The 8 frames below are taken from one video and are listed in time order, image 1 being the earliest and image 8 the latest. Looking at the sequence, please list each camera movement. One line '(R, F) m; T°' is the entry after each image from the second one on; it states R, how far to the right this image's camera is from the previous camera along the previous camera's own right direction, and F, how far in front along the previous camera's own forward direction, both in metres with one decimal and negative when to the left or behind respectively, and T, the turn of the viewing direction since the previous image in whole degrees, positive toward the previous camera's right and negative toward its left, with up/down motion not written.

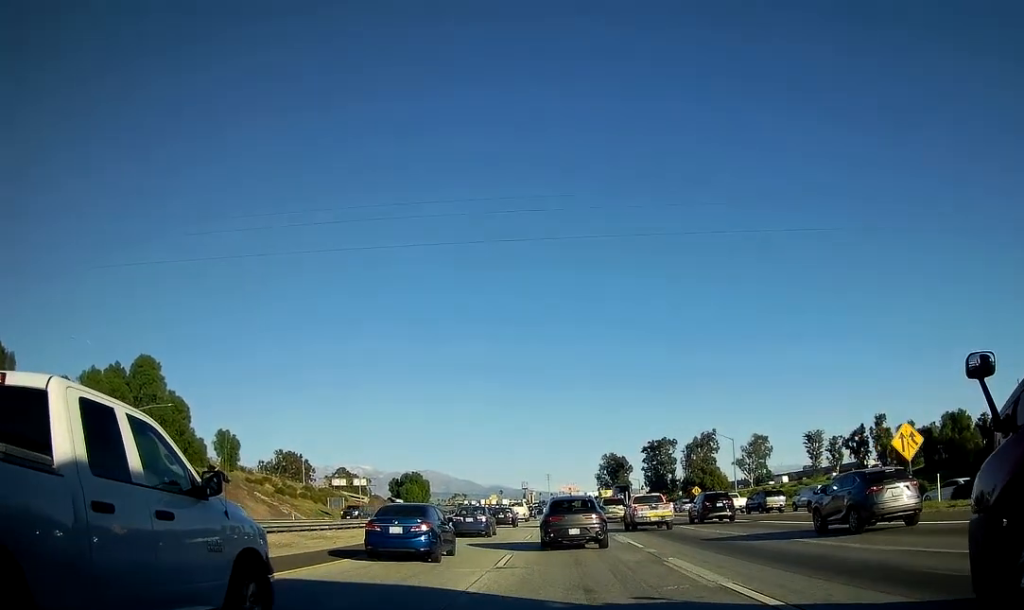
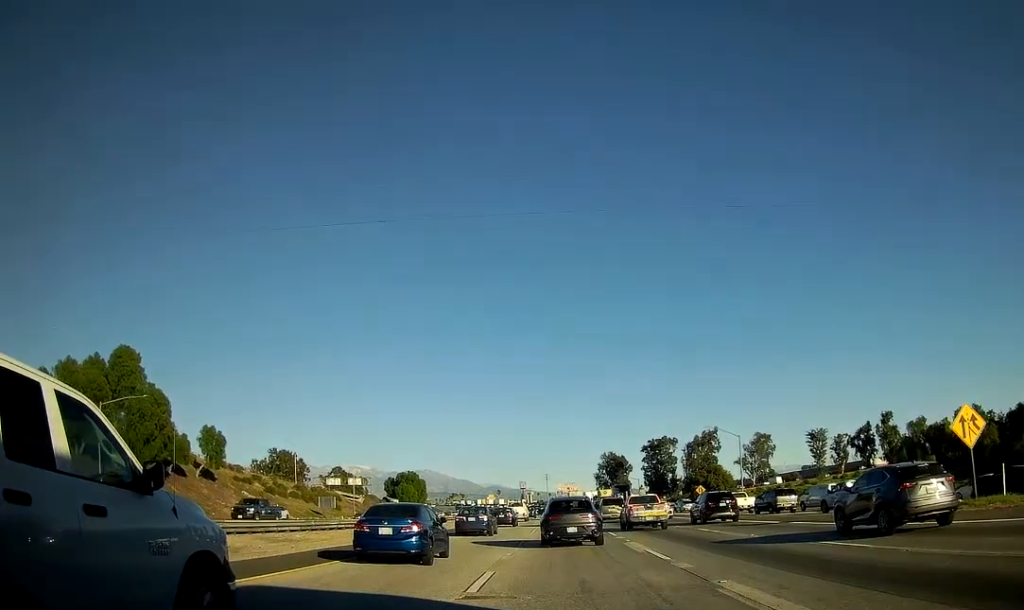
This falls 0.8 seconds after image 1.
(-0.1, +4.9) m; -1°
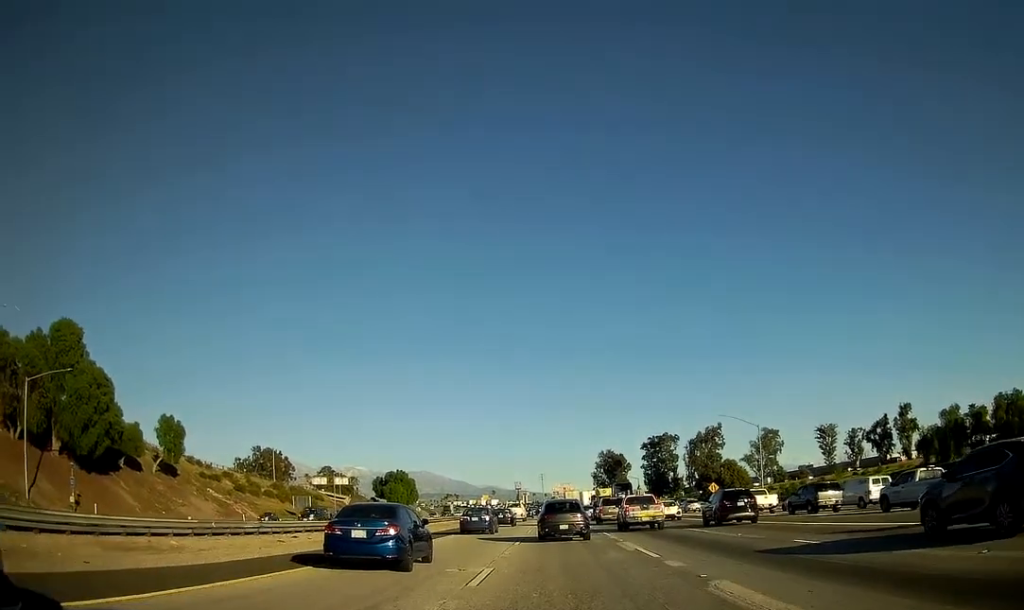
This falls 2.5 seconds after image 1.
(+0.3, +13.3) m; +3°
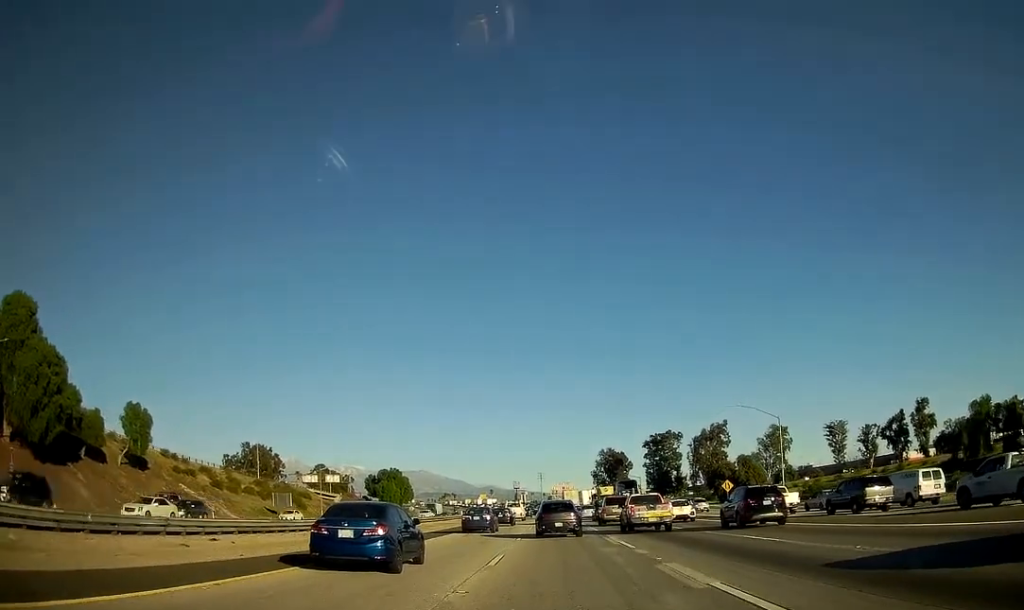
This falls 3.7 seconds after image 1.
(+0.1, +10.2) m; -1°
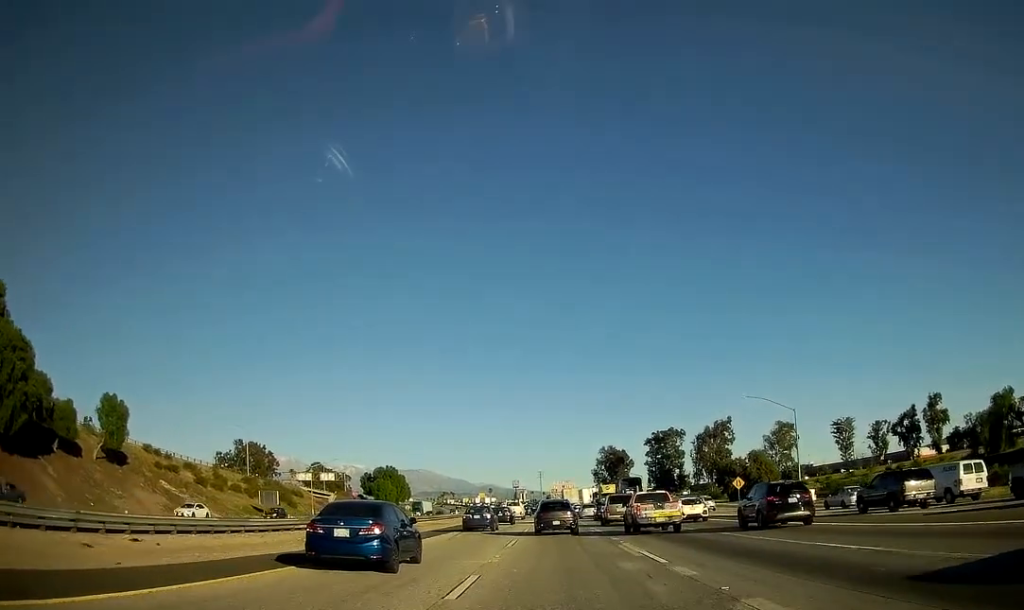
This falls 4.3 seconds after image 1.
(-0.1, +6.3) m; -1°
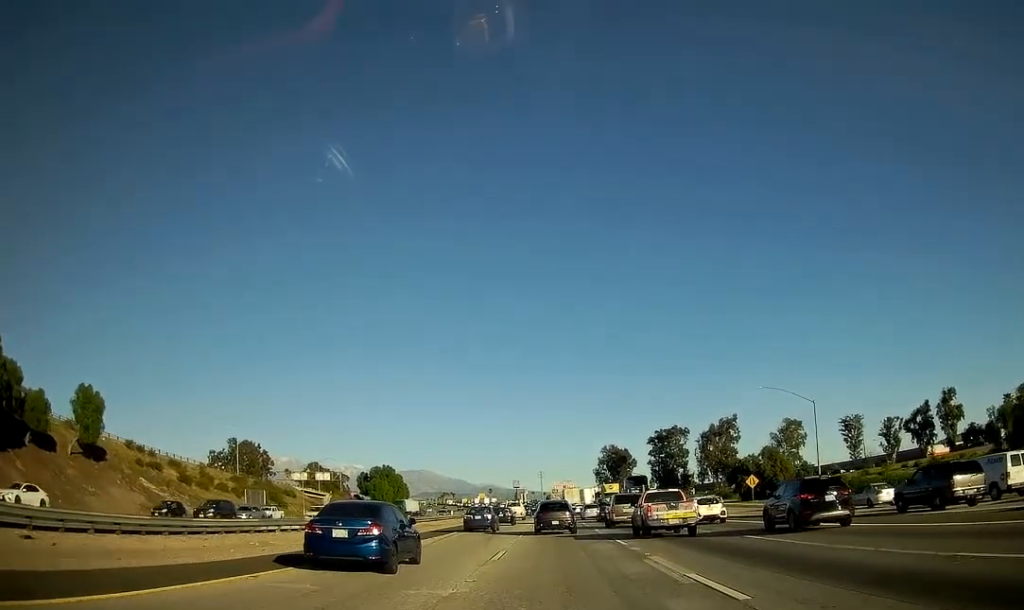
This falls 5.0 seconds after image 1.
(0.0, +6.8) m; 0°
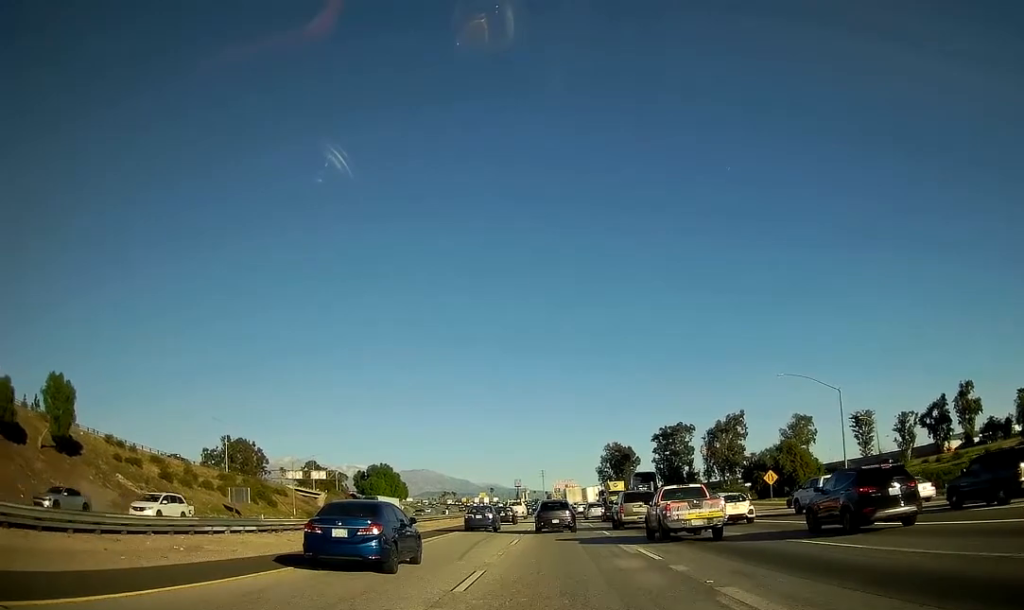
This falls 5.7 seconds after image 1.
(0.0, +7.3) m; 0°
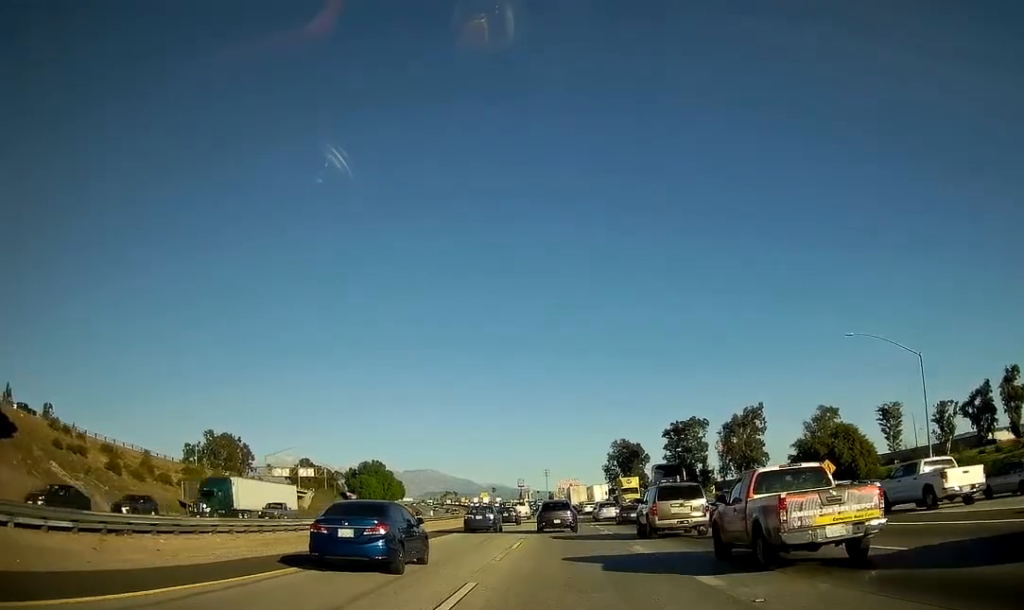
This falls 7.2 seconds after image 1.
(+0.1, +16.9) m; +1°
